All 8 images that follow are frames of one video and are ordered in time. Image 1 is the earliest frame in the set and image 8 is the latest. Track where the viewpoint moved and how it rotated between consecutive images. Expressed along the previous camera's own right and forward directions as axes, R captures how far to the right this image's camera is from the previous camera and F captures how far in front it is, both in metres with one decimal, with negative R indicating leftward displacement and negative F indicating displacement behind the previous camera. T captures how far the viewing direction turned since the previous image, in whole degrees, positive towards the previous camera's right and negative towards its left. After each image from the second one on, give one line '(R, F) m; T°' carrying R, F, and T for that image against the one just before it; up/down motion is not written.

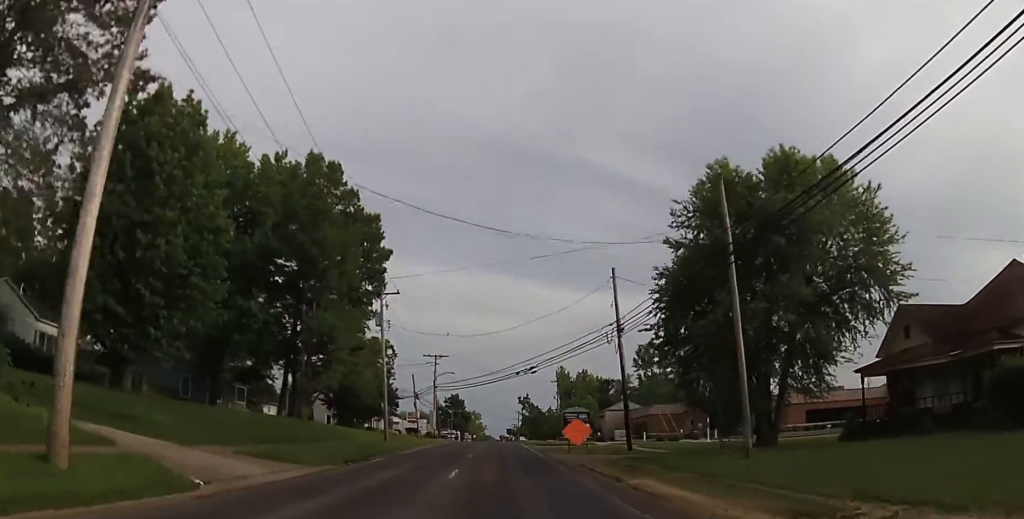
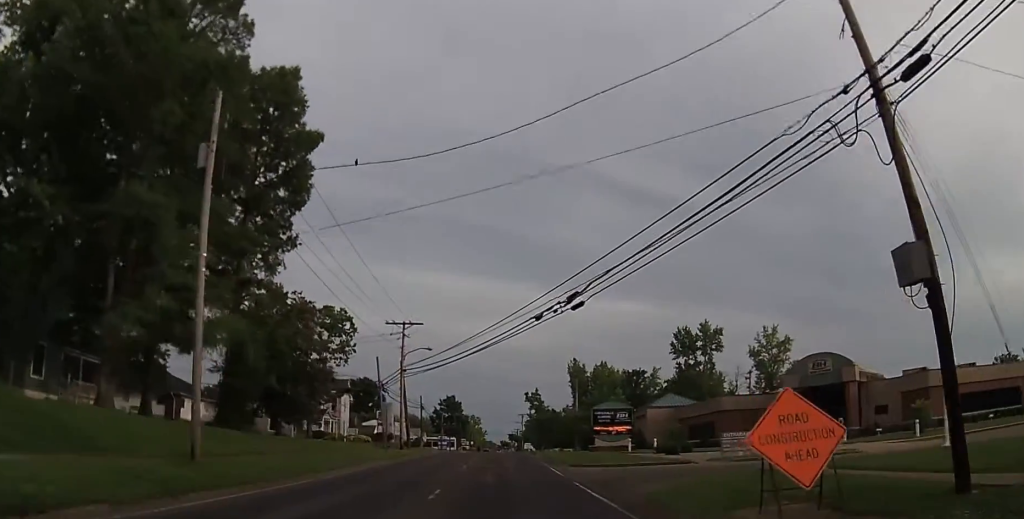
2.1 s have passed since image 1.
(0.0, +28.4) m; 0°
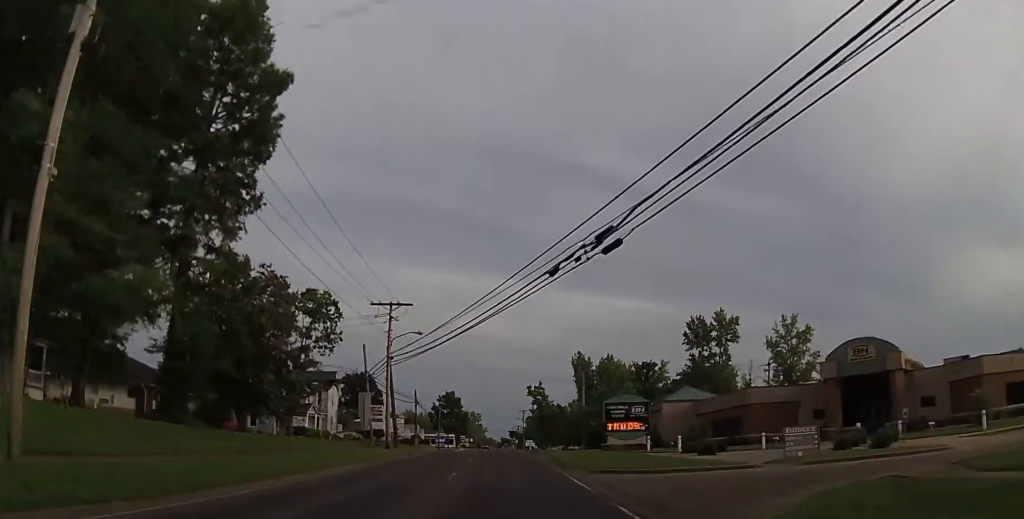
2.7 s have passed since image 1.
(0.0, +7.0) m; 0°
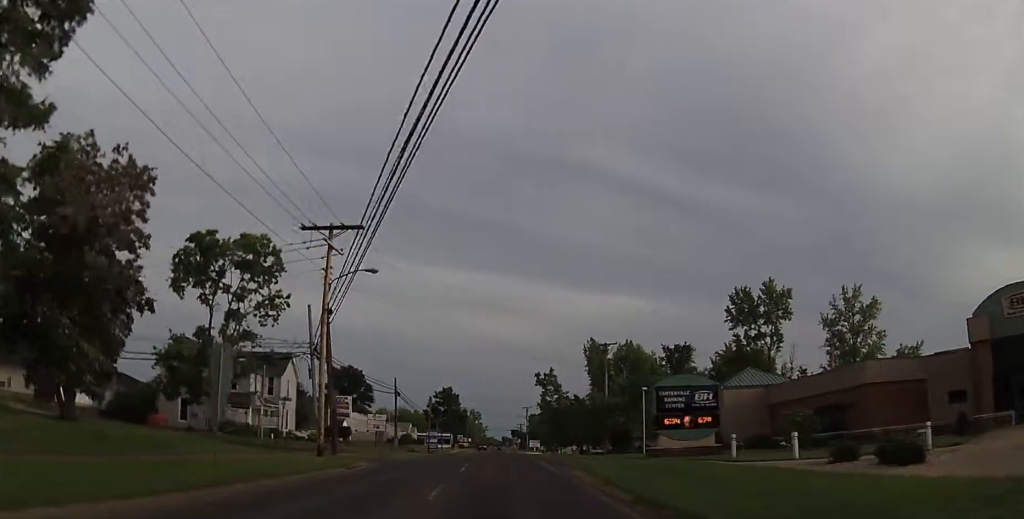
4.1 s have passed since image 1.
(0.0, +18.3) m; +2°
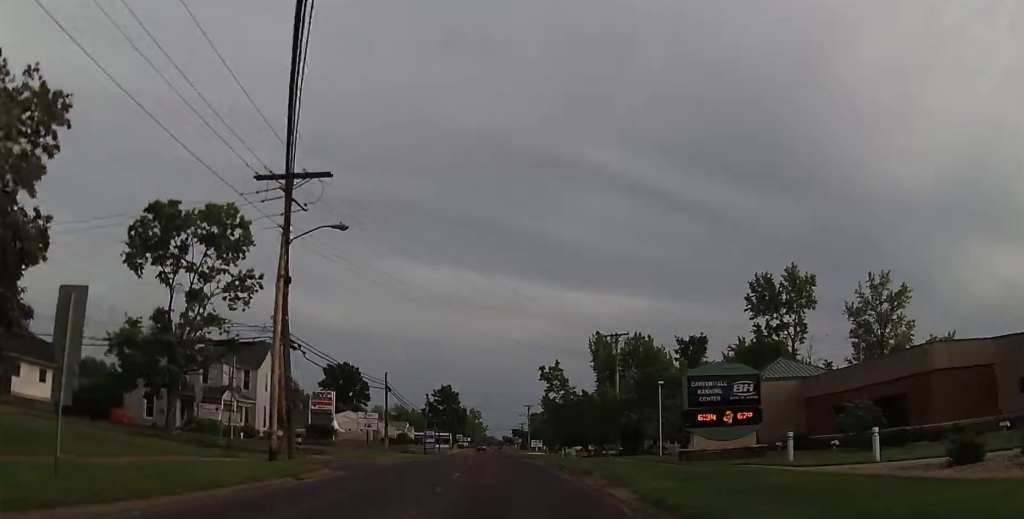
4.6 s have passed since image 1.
(+0.1, +6.4) m; 0°
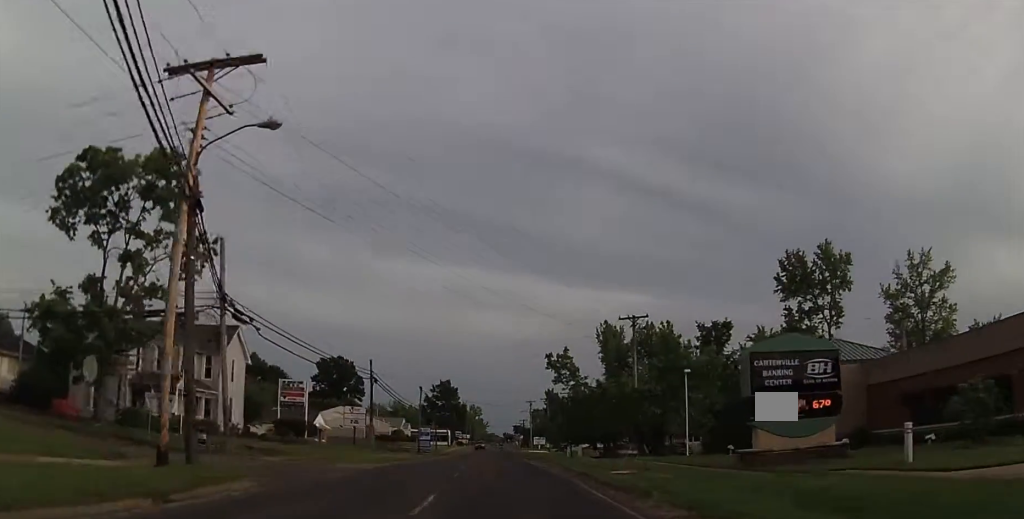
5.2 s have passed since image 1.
(+0.3, +8.5) m; 0°
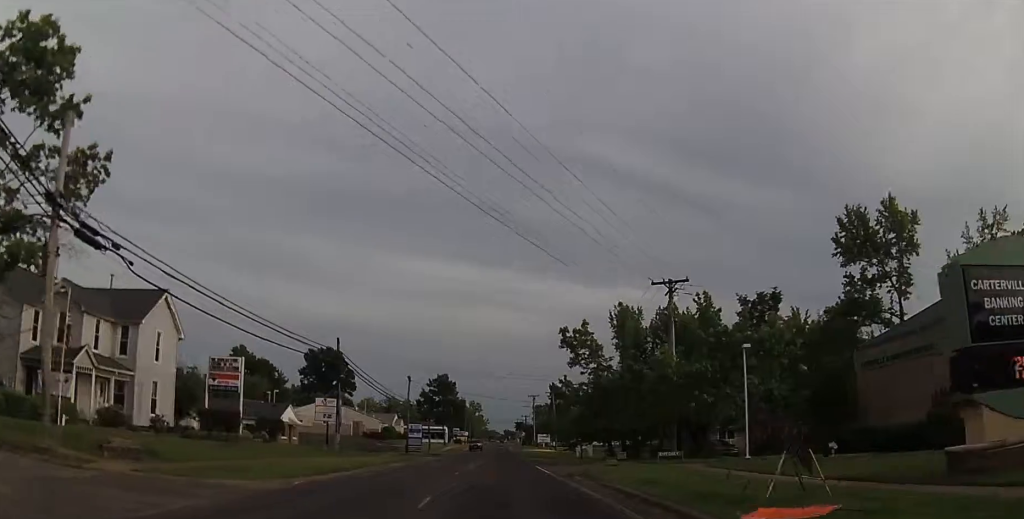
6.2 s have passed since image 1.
(-0.4, +11.8) m; -2°
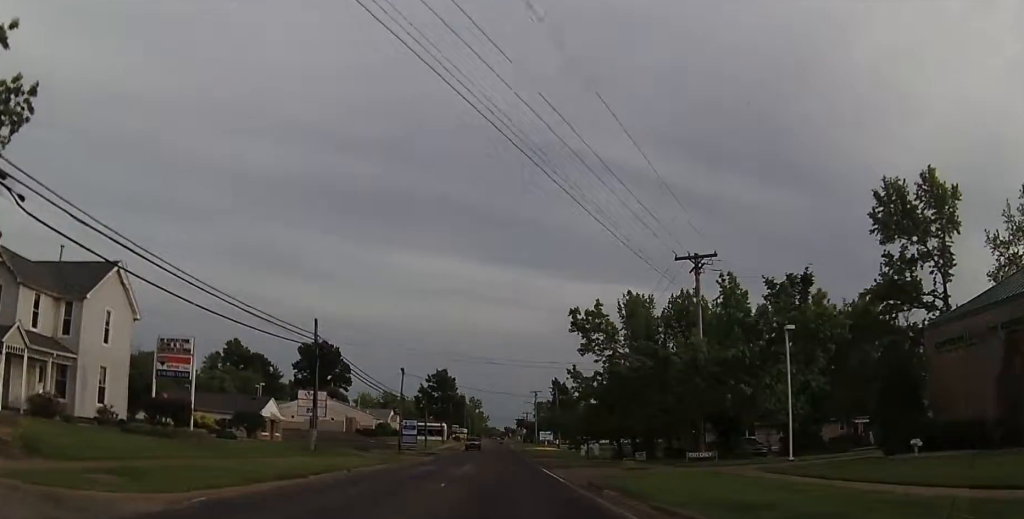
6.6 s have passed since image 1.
(0.0, +5.9) m; 0°
